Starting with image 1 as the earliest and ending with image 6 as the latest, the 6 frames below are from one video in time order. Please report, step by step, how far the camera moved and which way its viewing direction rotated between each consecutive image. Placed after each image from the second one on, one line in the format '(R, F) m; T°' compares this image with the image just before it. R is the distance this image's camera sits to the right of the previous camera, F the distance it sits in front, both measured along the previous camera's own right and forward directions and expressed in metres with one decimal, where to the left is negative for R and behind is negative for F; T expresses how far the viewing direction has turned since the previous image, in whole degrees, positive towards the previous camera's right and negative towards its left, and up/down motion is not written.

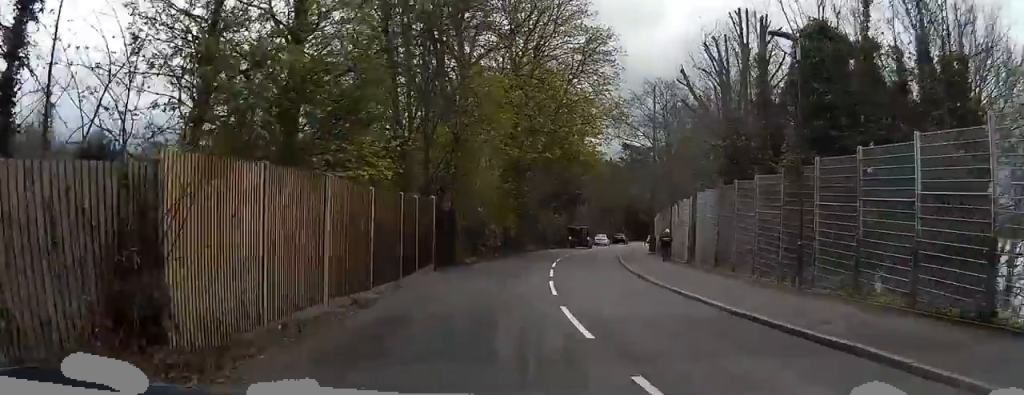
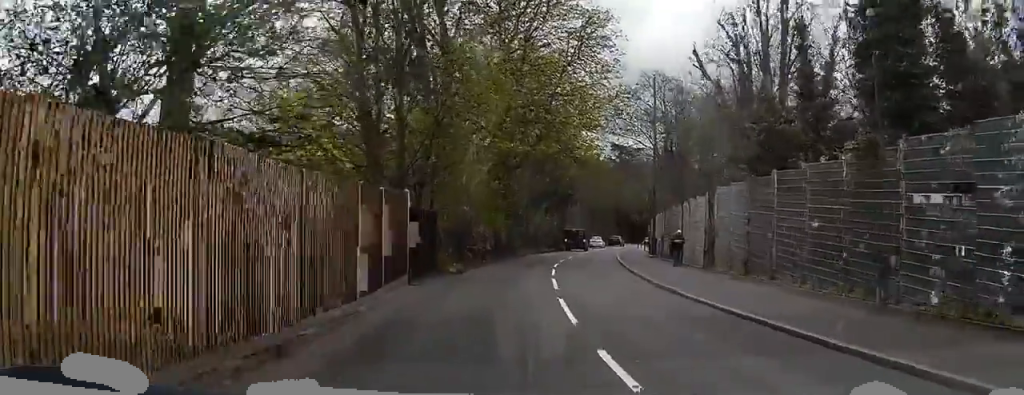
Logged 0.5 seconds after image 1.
(0.0, +4.8) m; +1°
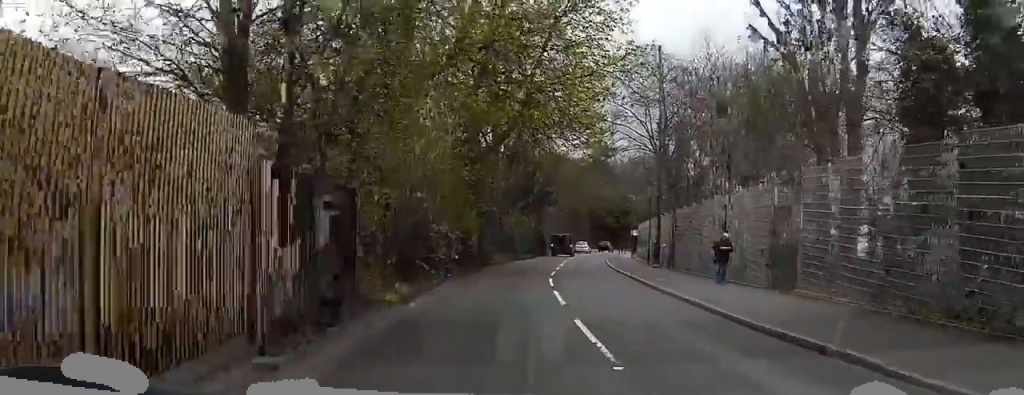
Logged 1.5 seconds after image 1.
(+0.2, +10.1) m; +5°
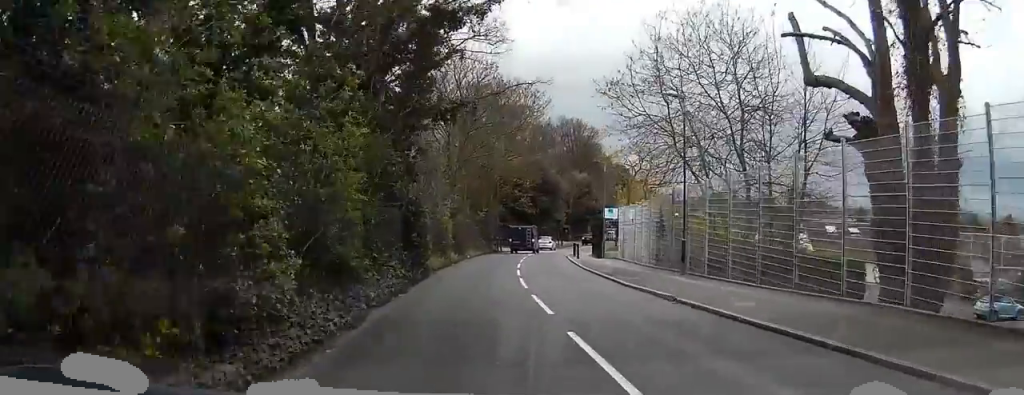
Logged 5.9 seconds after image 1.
(+4.2, +47.0) m; +8°
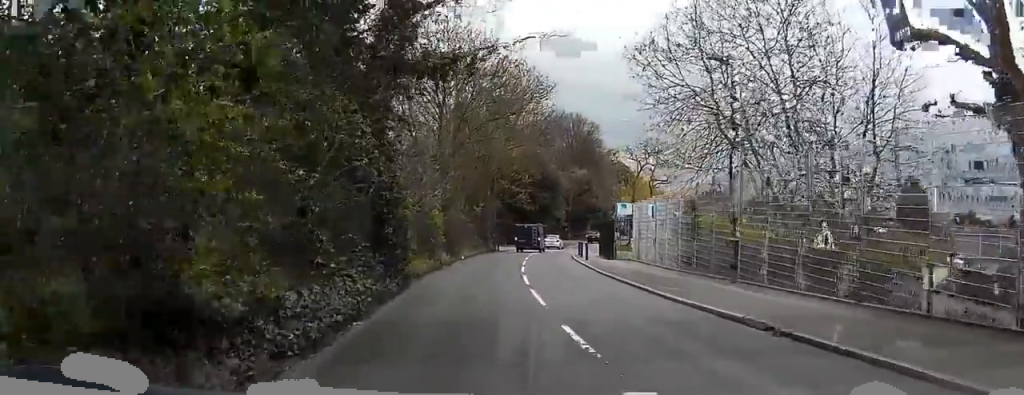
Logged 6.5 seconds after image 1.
(0.0, +5.7) m; 0°
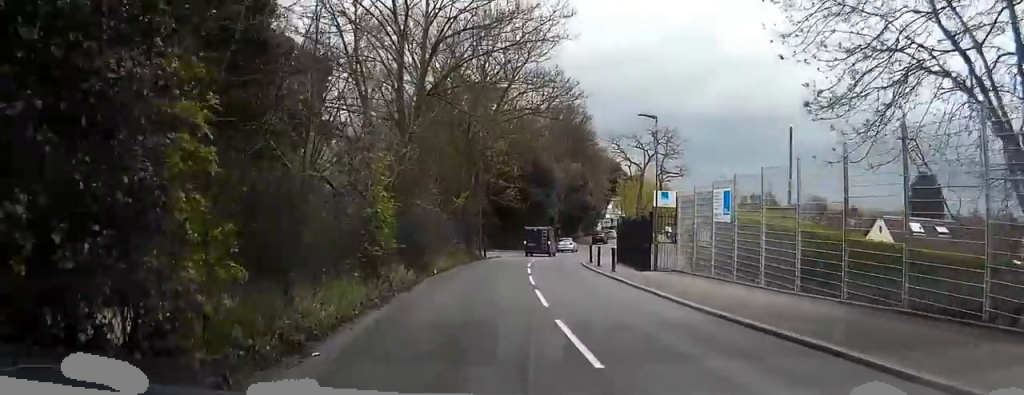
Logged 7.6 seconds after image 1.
(+0.2, +11.8) m; +2°
